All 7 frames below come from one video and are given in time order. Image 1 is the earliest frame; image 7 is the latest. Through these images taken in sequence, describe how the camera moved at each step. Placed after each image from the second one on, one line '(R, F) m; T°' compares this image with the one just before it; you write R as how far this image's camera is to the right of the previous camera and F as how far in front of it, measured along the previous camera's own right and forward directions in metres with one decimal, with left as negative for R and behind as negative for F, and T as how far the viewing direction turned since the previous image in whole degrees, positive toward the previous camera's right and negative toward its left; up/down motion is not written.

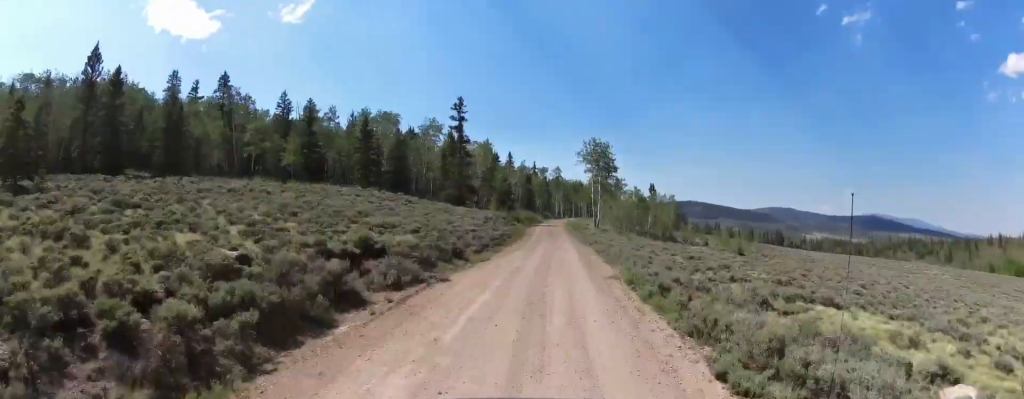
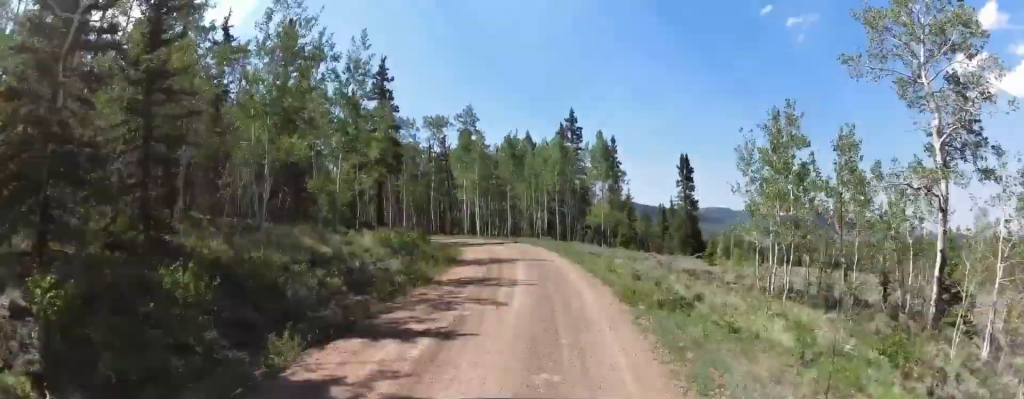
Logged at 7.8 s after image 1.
(+5.0, +88.8) m; -12°
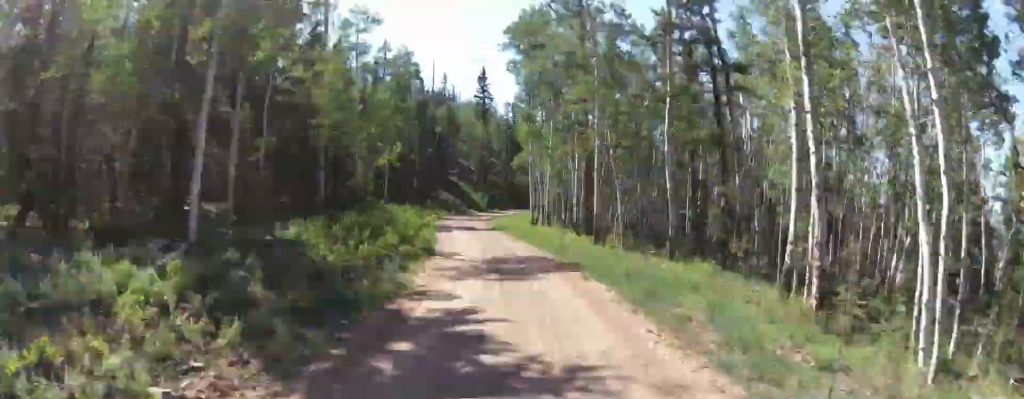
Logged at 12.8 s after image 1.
(-14.8, +50.4) m; 0°
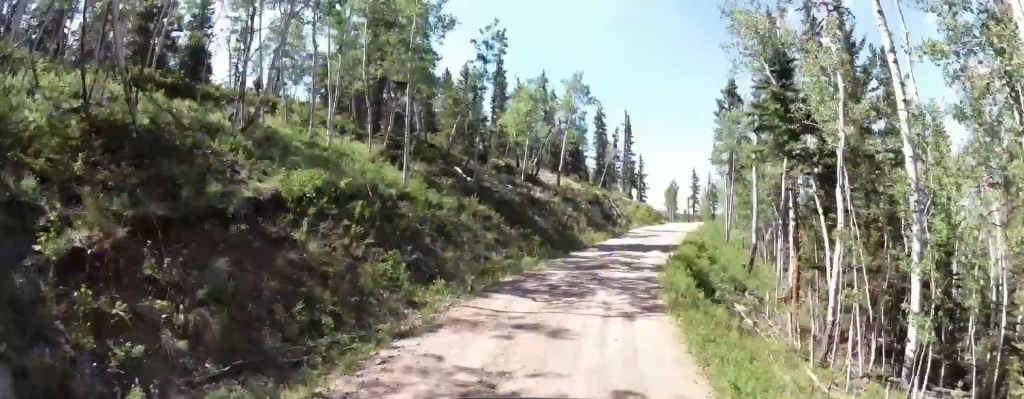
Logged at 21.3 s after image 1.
(+11.2, +77.3) m; +19°
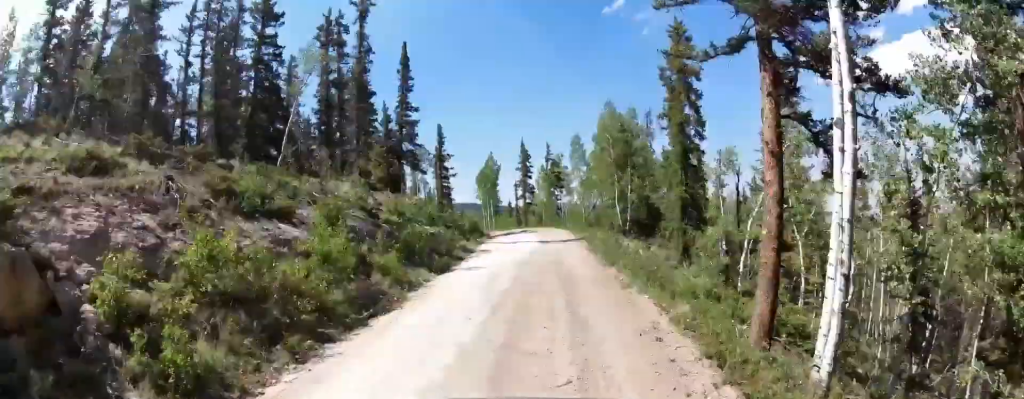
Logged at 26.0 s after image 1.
(+4.6, +41.8) m; -1°
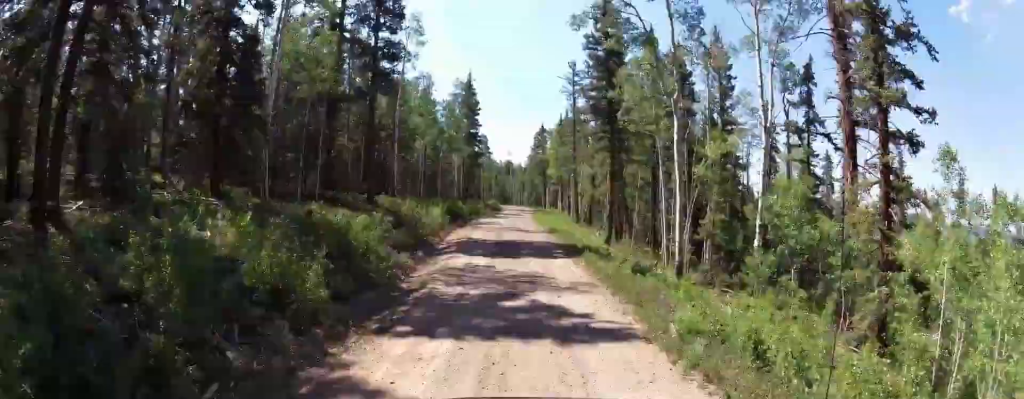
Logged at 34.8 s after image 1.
(-10.8, +71.1) m; -19°
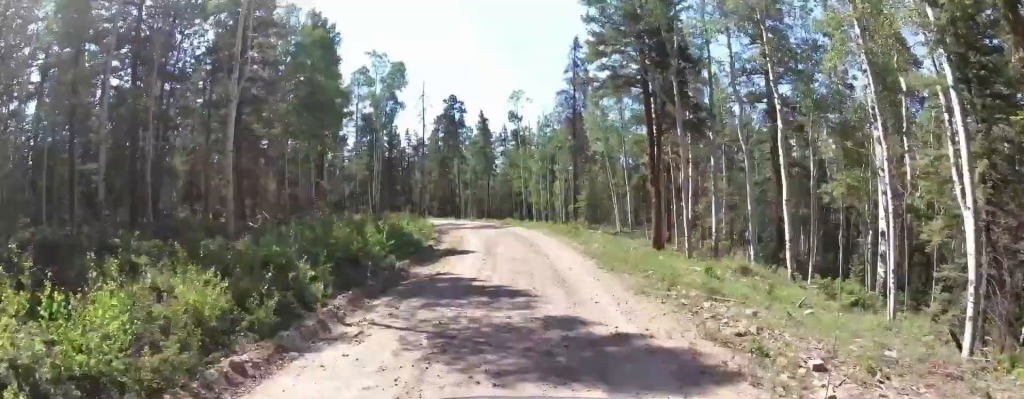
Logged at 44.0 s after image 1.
(-9.2, +80.2) m; -24°
